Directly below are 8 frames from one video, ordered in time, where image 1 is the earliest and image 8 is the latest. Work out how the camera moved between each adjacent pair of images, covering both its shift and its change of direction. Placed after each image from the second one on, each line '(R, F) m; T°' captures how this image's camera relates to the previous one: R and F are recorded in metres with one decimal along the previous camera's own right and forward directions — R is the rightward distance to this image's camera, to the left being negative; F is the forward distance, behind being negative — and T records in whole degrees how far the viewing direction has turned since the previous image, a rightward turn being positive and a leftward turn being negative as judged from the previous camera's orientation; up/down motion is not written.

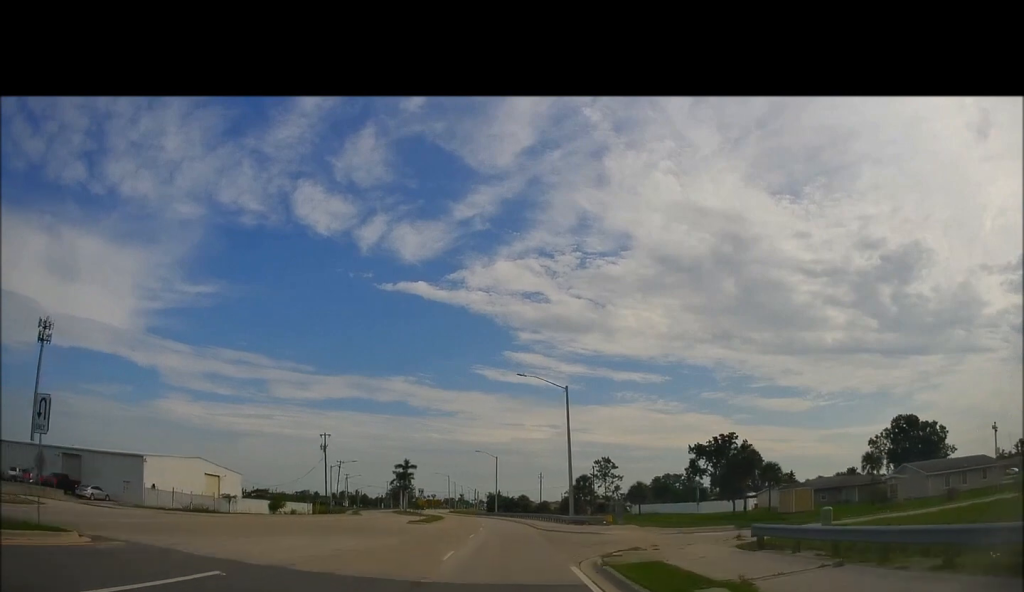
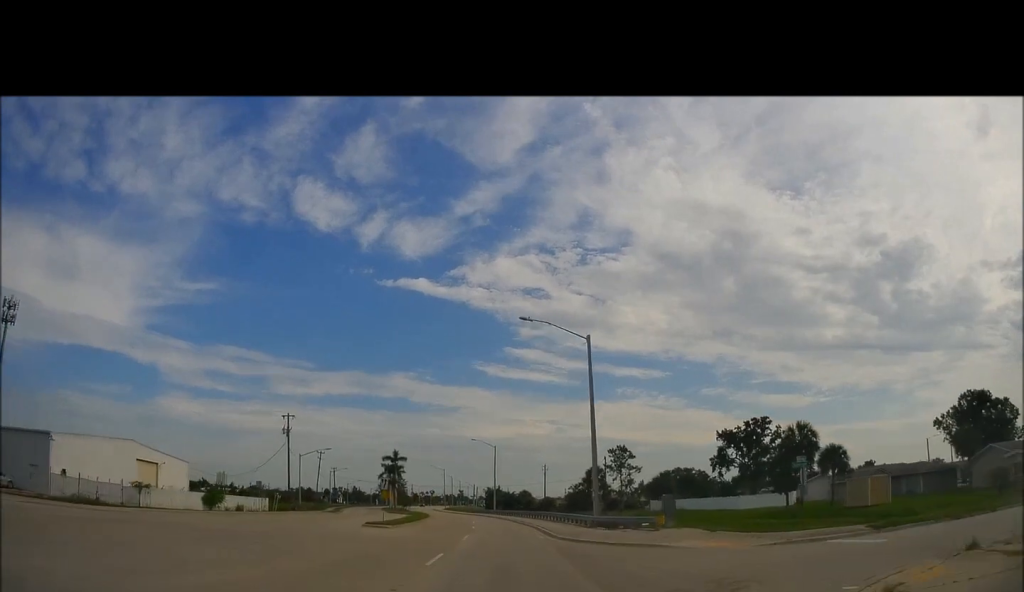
(0.0, +15.3) m; 0°
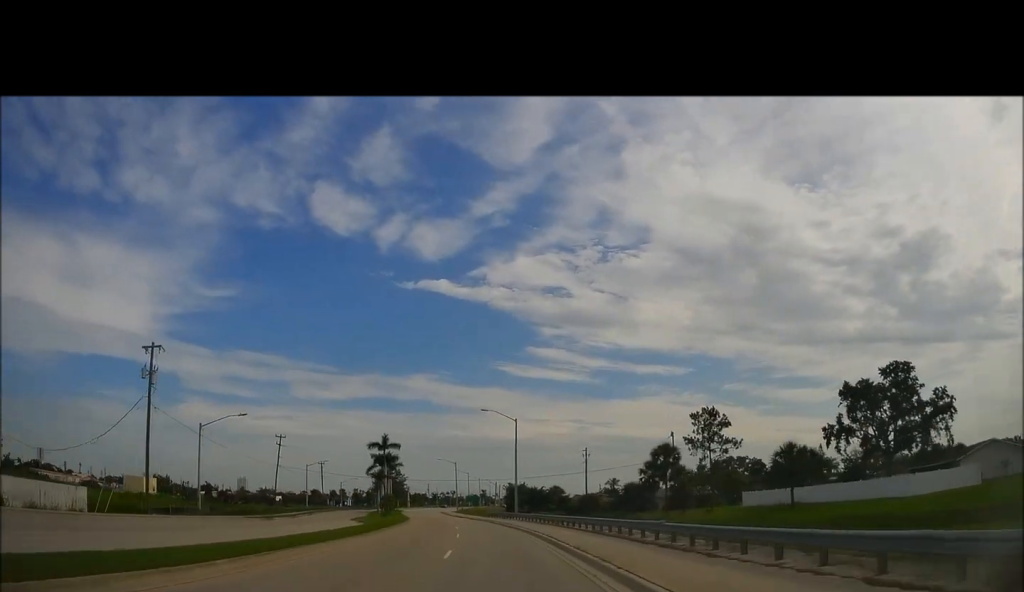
(-0.2, +33.9) m; 0°
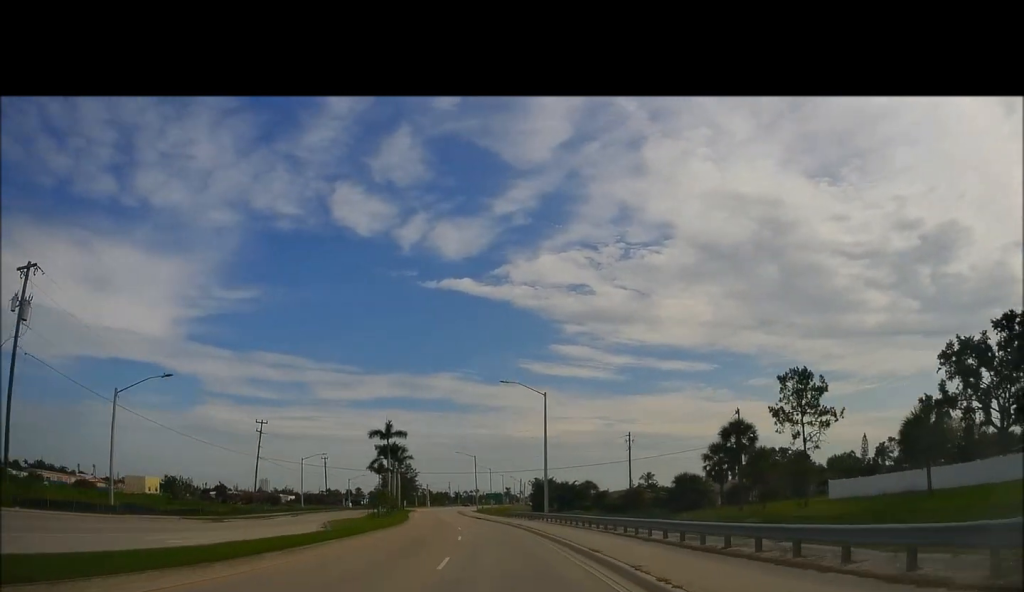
(+0.4, +16.0) m; 0°
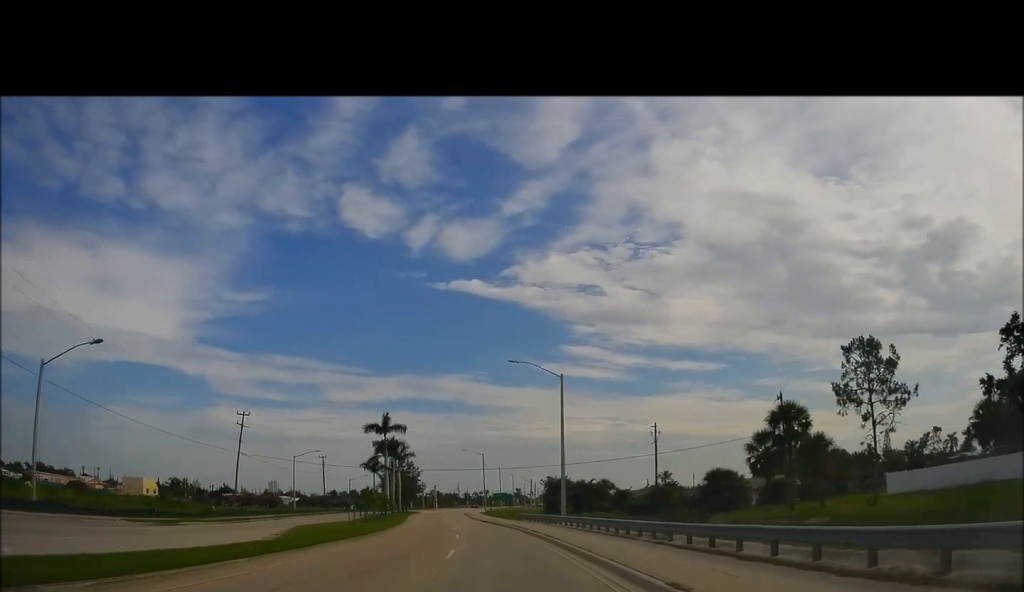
(0.0, +8.6) m; -1°
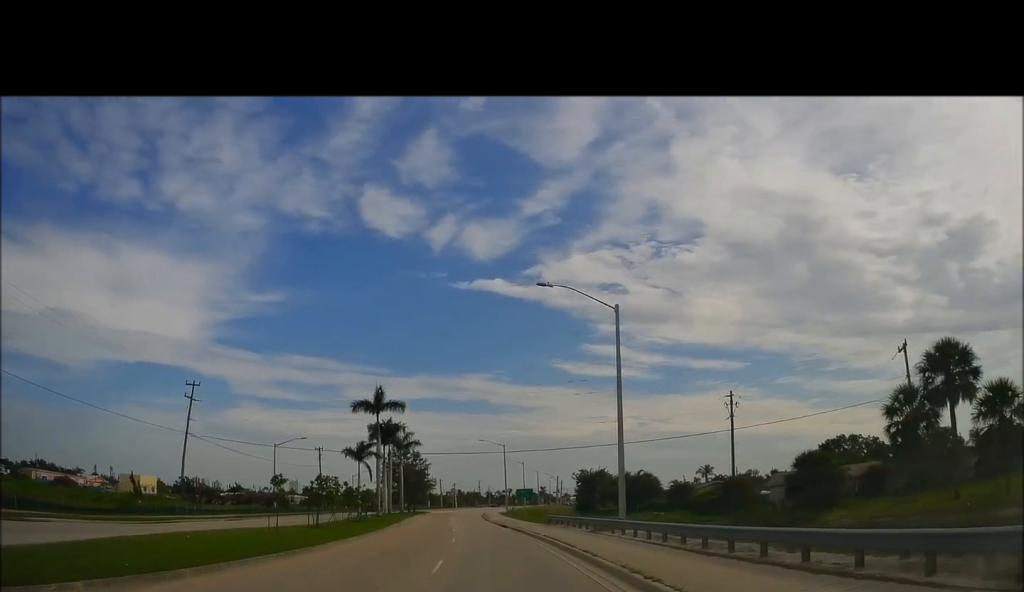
(-0.3, +17.0) m; -3°
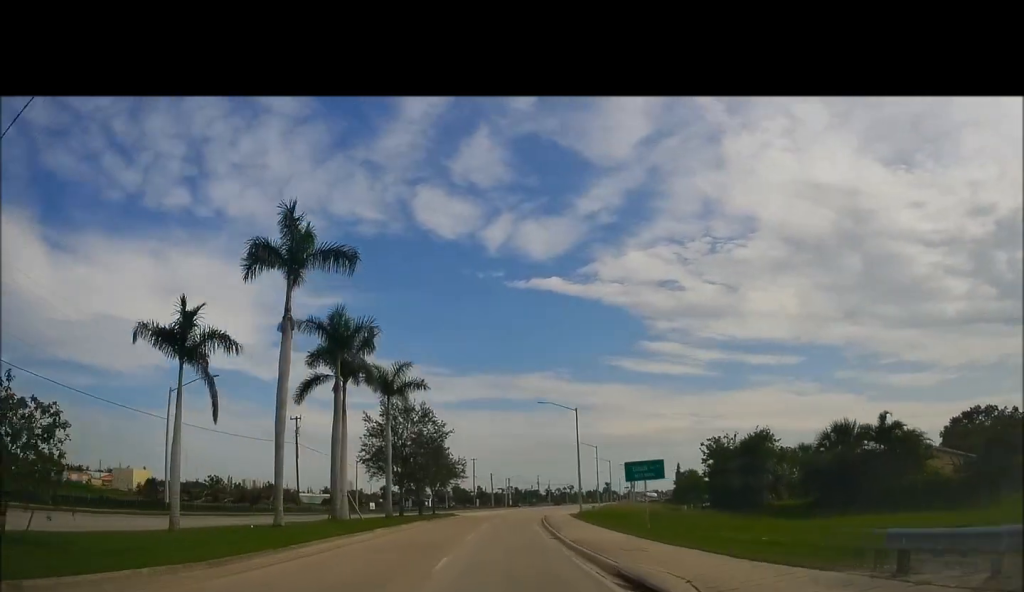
(-2.0, +37.9) m; -6°
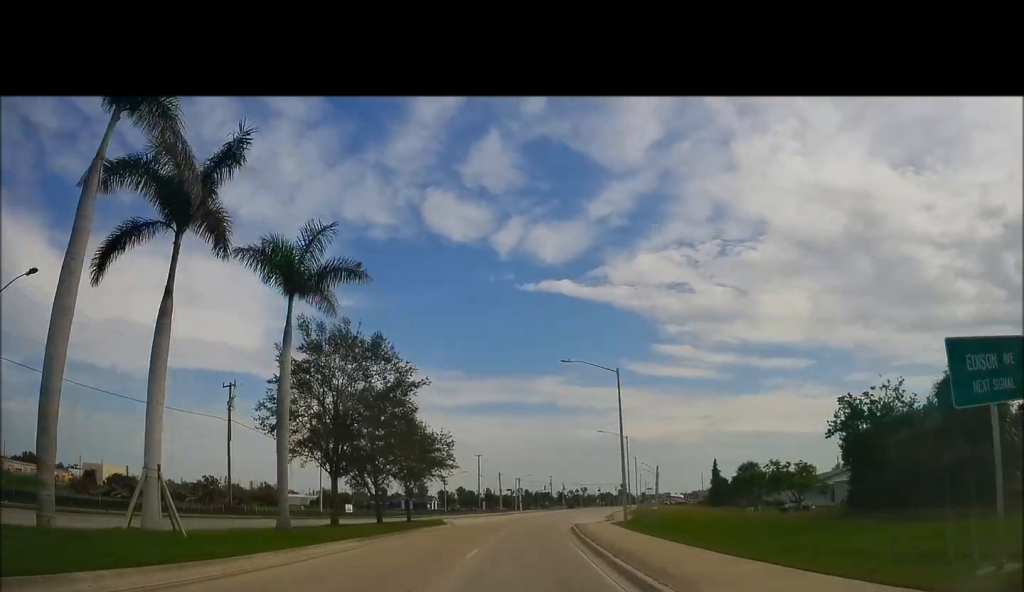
(-0.6, +21.4) m; -2°
